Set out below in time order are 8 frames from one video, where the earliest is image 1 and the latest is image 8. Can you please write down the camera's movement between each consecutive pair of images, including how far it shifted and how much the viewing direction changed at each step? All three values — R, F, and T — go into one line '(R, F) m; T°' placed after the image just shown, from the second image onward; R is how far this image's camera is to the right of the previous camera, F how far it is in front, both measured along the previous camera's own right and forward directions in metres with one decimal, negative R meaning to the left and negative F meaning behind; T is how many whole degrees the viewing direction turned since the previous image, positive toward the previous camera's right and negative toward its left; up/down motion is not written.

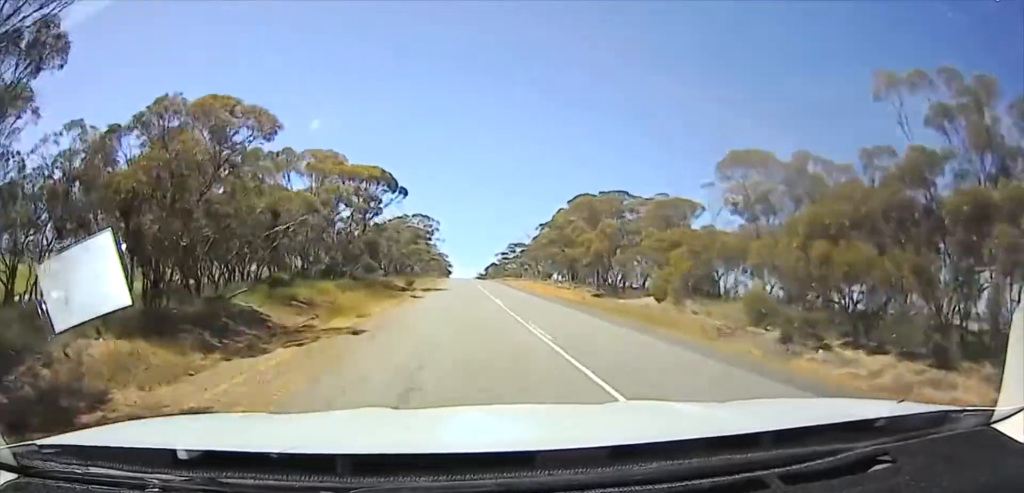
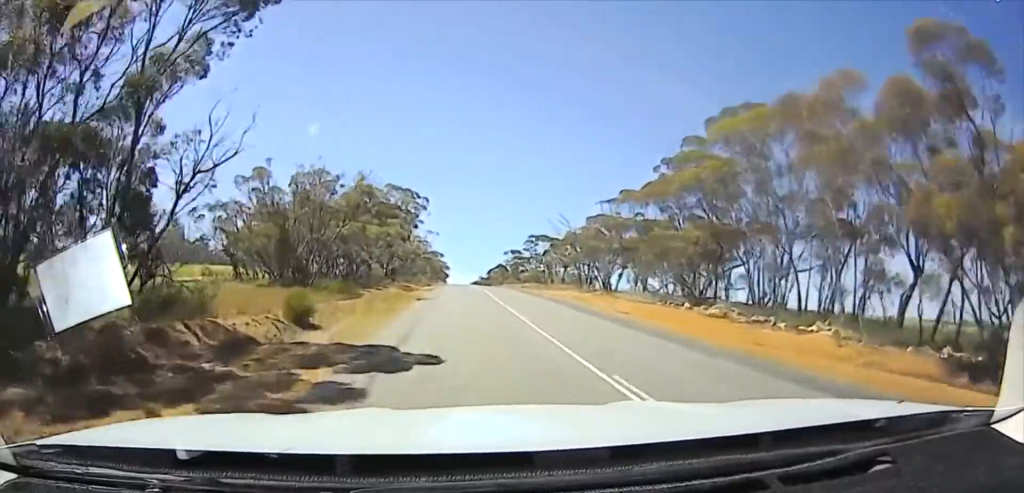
(+1.4, +31.8) m; +3°
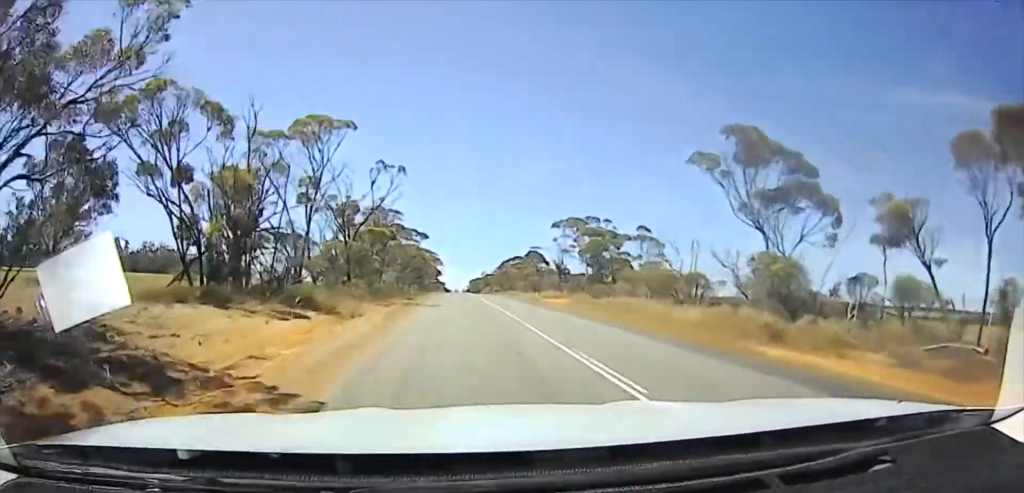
(0.0, +64.7) m; 0°
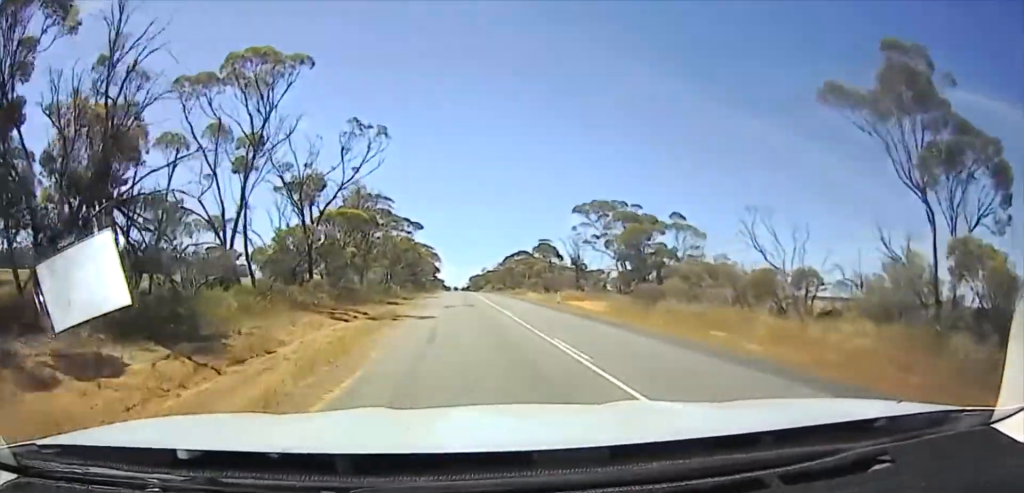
(0.0, +11.9) m; -1°
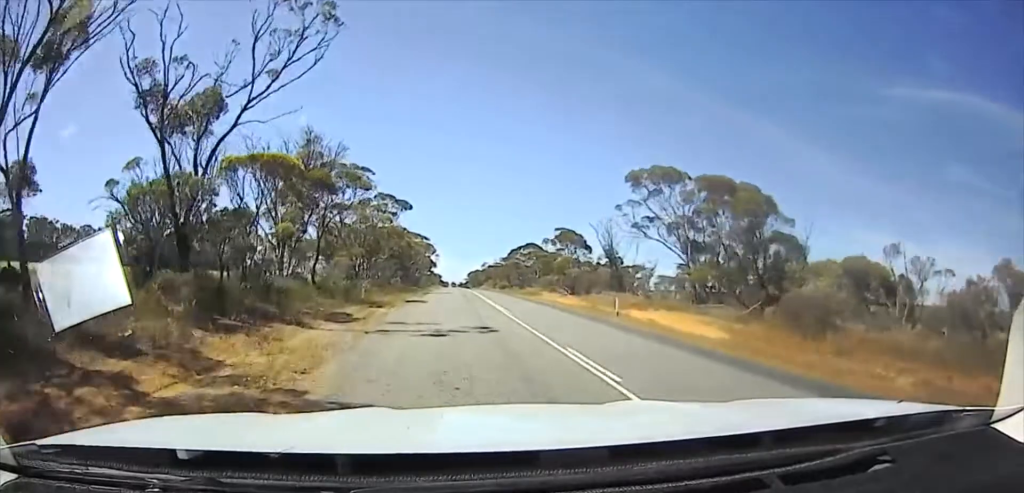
(+0.3, +14.5) m; -2°
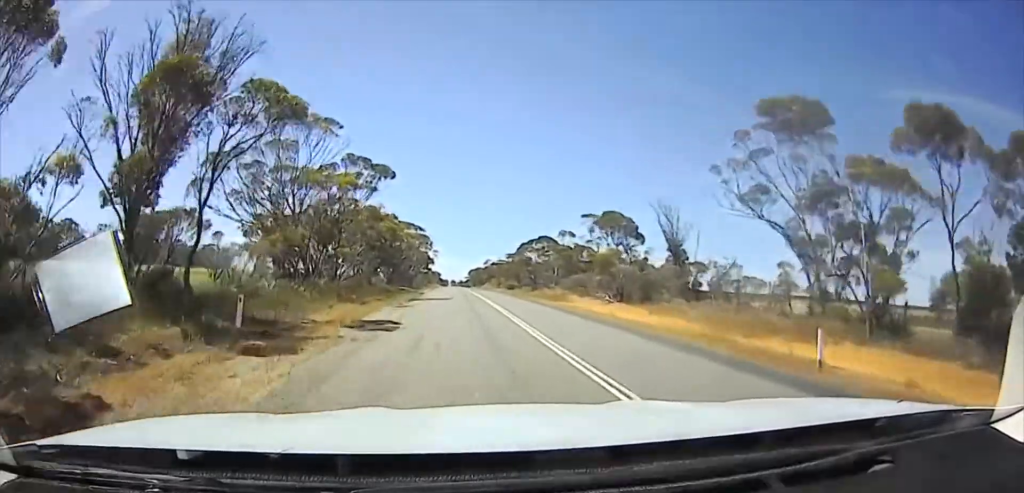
(-0.8, +16.7) m; -1°
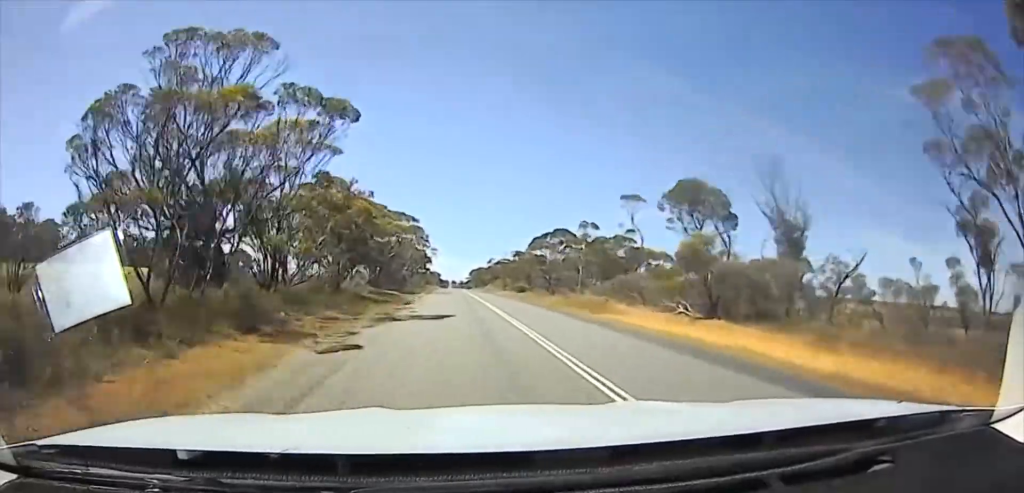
(-1.0, +13.3) m; 0°
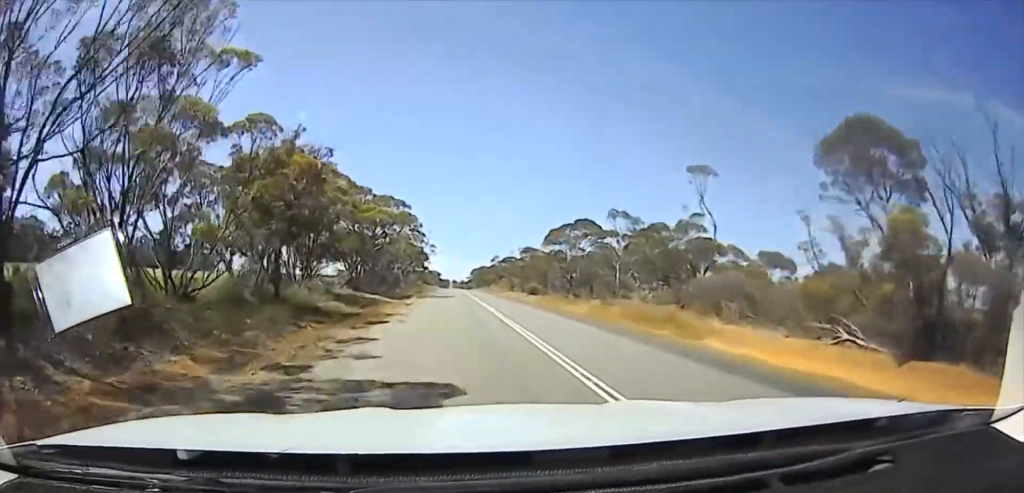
(+1.0, +15.1) m; +2°
